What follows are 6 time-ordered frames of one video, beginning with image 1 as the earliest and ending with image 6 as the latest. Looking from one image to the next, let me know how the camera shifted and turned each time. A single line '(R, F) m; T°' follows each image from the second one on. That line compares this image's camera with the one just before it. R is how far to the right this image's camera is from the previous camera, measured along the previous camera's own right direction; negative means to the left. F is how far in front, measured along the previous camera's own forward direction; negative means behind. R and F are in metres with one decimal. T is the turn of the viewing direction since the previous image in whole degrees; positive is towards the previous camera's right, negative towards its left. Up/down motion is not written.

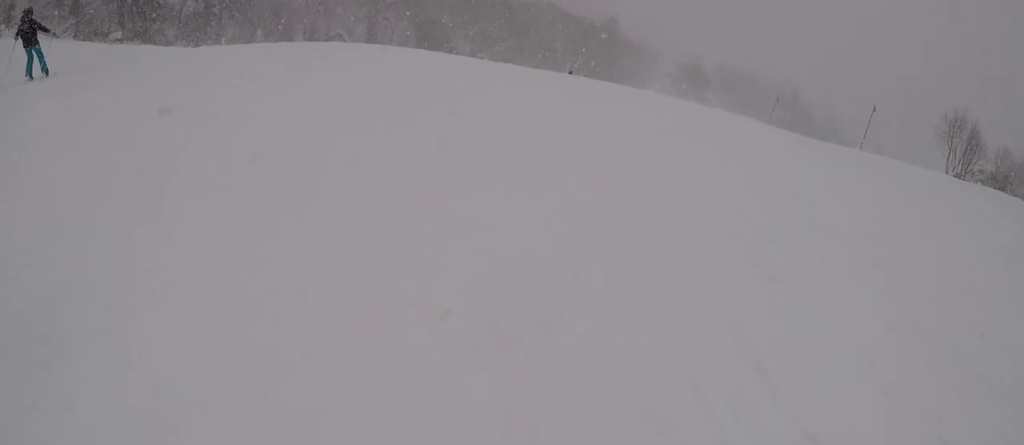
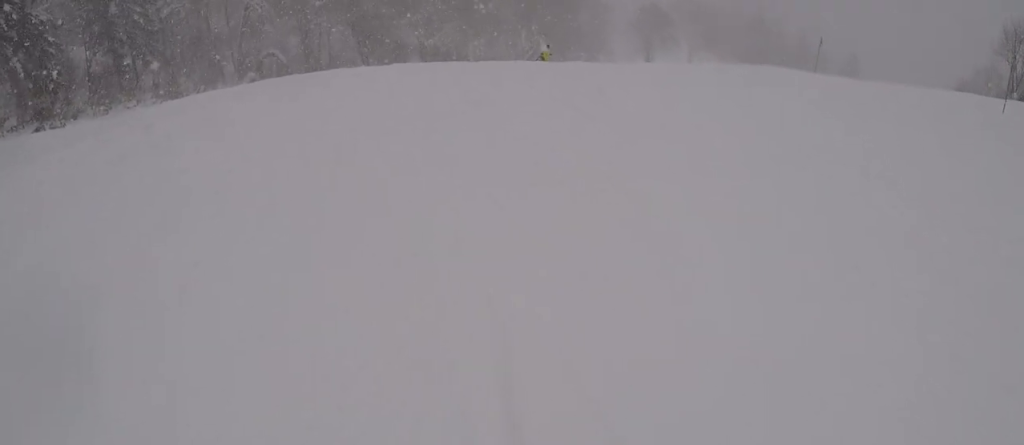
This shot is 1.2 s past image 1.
(-0.4, +8.0) m; -9°
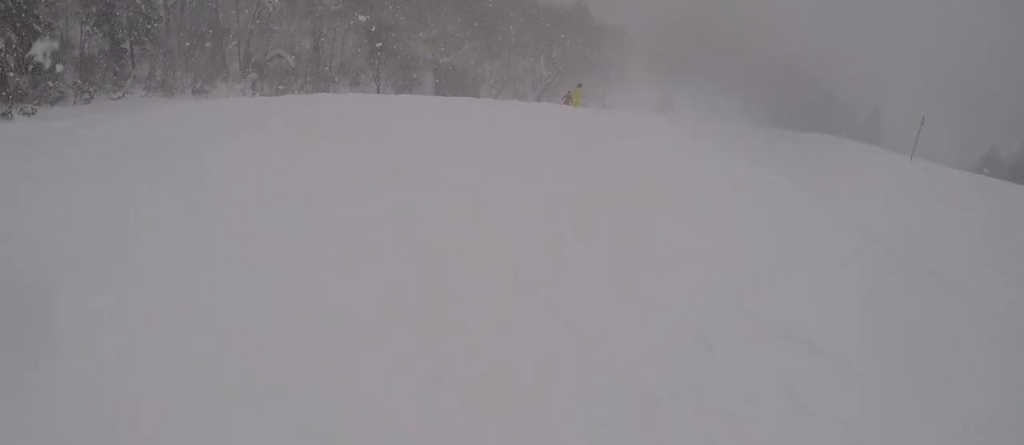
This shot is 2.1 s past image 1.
(-0.6, +6.4) m; 0°
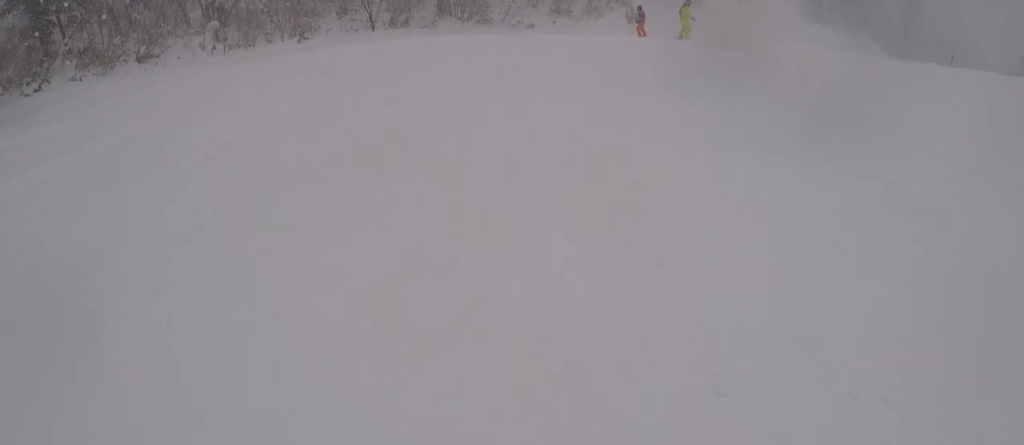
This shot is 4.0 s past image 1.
(+2.1, +10.9) m; +5°
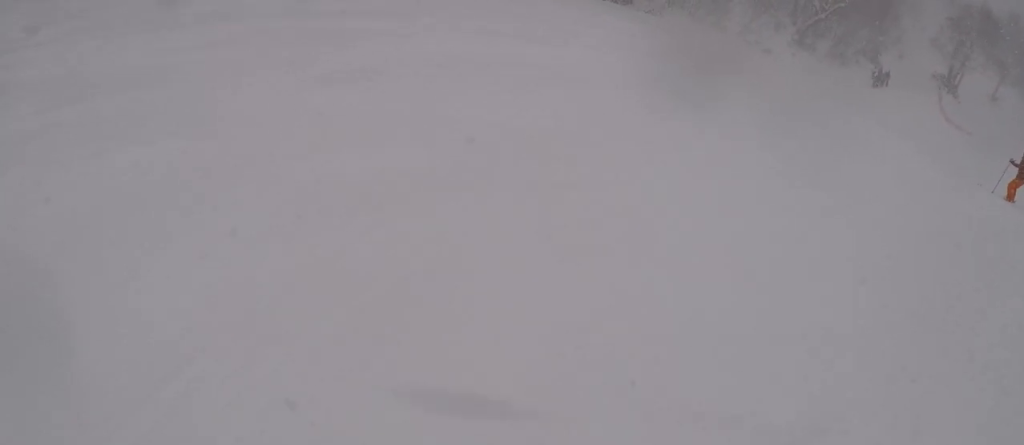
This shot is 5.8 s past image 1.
(-3.7, +9.8) m; -6°
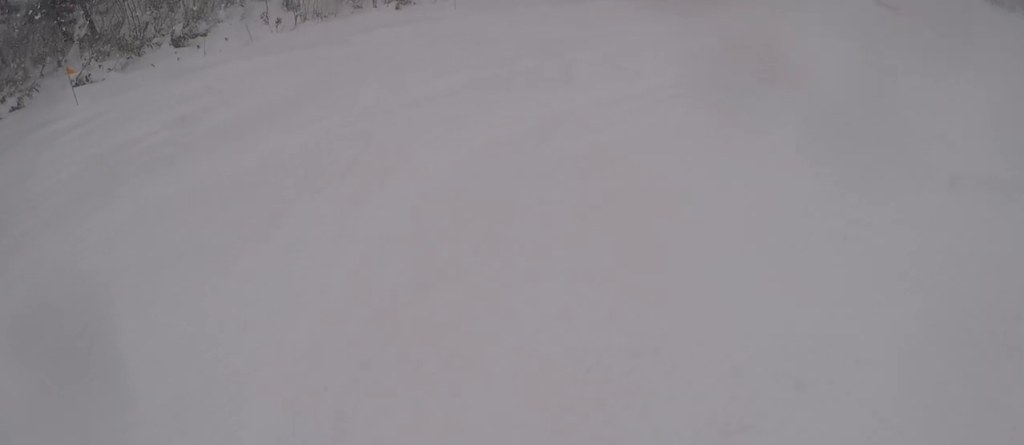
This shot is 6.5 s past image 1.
(+1.6, +3.2) m; +20°
